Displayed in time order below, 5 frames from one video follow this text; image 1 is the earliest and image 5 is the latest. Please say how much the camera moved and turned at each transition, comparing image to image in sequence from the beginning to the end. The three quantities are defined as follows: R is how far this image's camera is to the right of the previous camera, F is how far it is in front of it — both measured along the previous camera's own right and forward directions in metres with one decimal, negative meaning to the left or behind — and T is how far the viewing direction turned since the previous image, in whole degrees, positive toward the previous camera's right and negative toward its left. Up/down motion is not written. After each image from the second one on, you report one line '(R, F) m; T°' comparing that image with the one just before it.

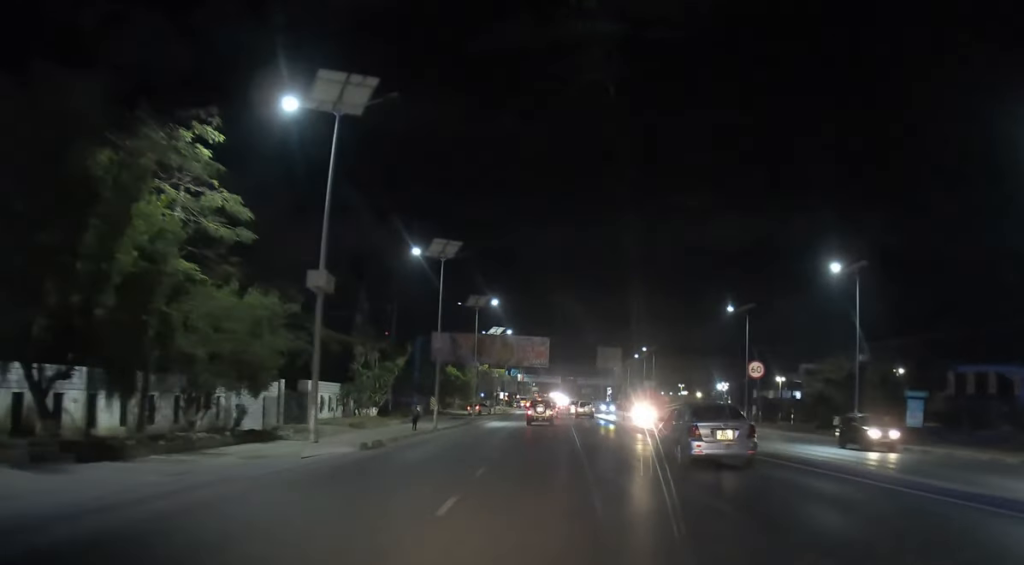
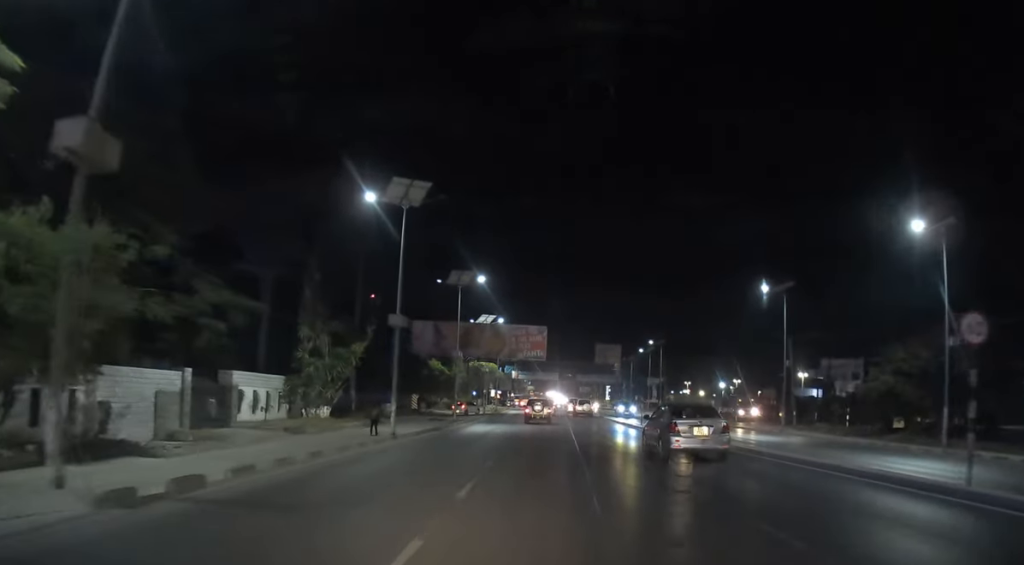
(-0.1, +12.4) m; 0°
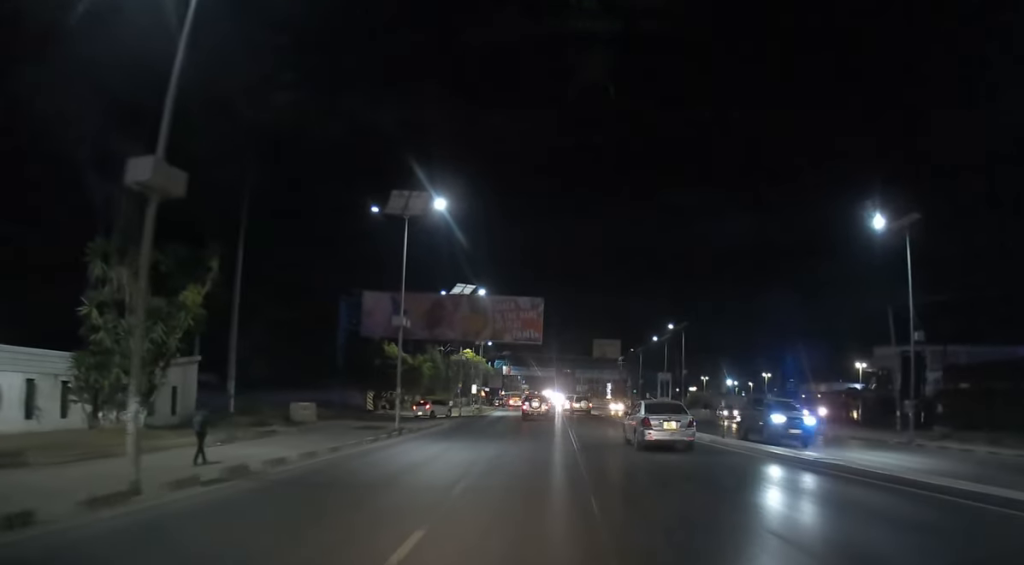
(+0.2, +21.9) m; +1°
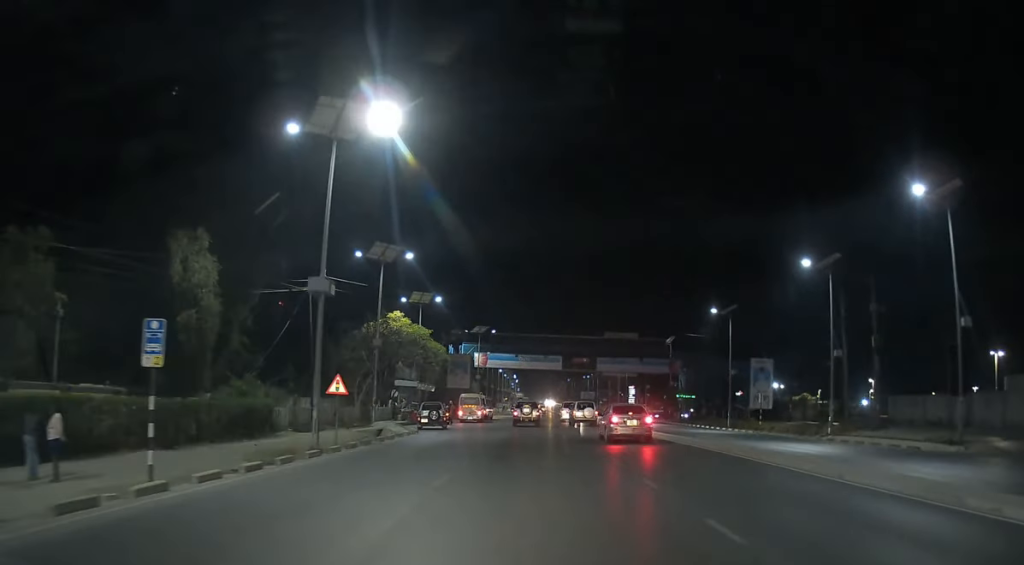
(+0.2, +66.1) m; 0°
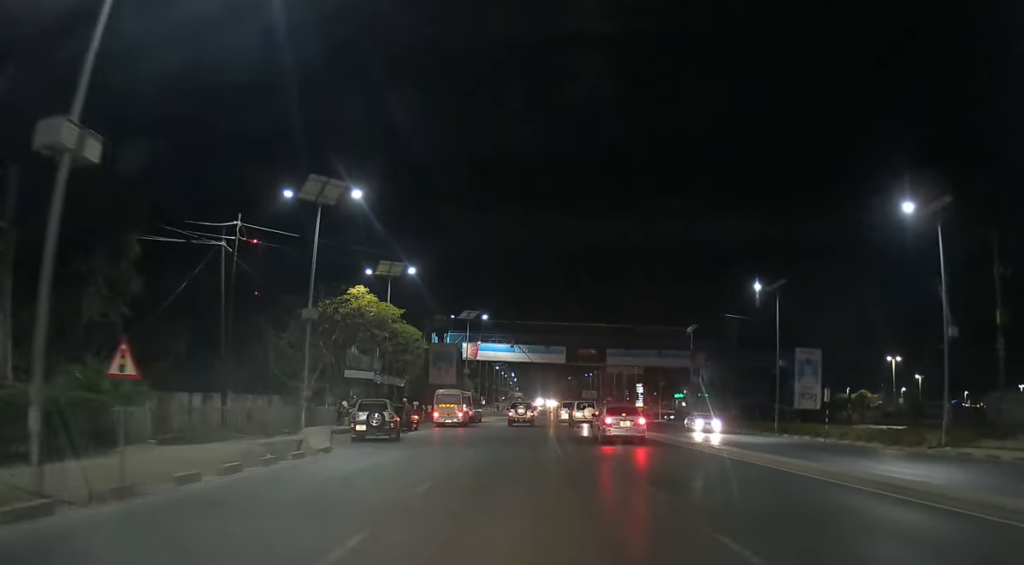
(0.0, +14.7) m; 0°
